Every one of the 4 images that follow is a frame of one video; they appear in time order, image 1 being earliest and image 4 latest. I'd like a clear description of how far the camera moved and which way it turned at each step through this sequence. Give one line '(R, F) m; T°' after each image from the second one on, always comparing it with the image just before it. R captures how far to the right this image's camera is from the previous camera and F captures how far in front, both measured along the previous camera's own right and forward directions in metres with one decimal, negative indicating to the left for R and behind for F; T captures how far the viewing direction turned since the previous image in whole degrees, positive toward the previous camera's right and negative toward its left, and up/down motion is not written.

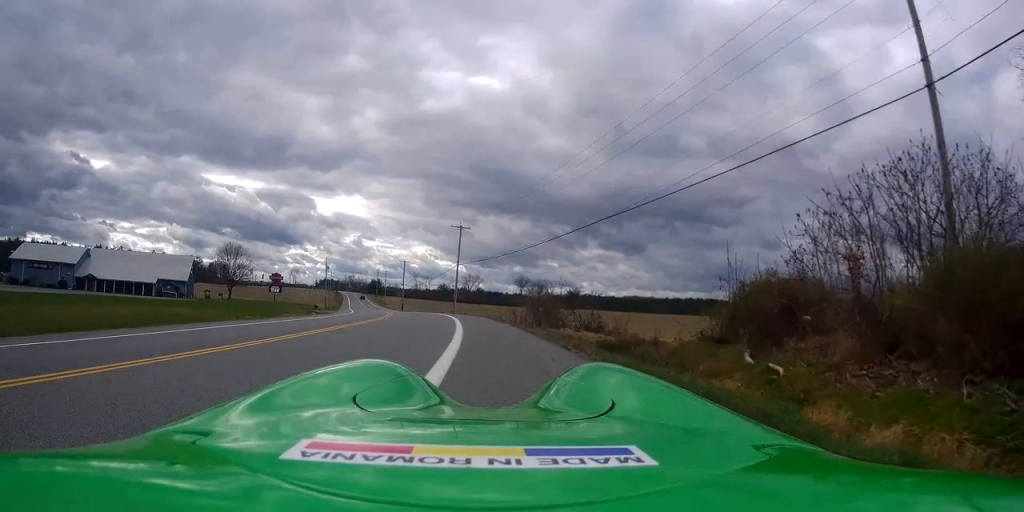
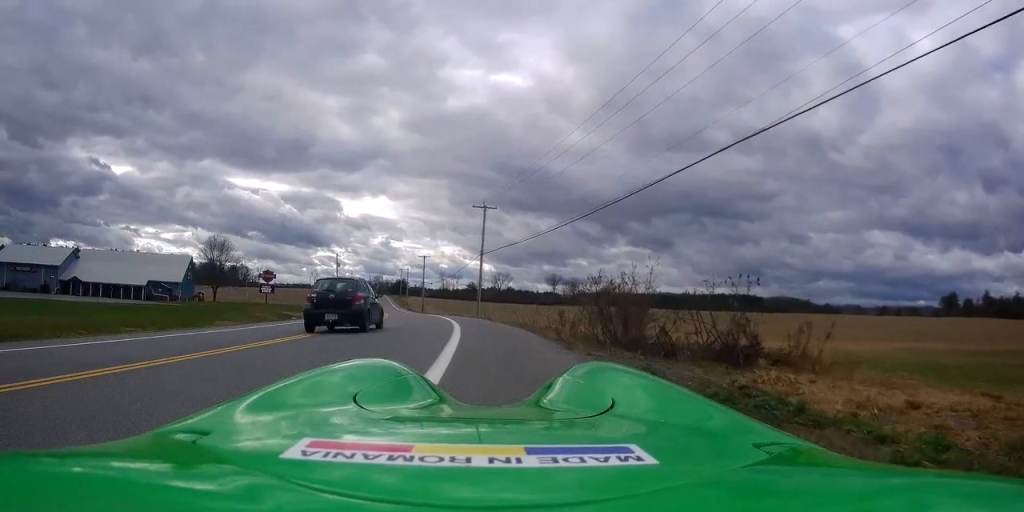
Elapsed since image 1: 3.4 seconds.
(+0.2, +14.9) m; 0°
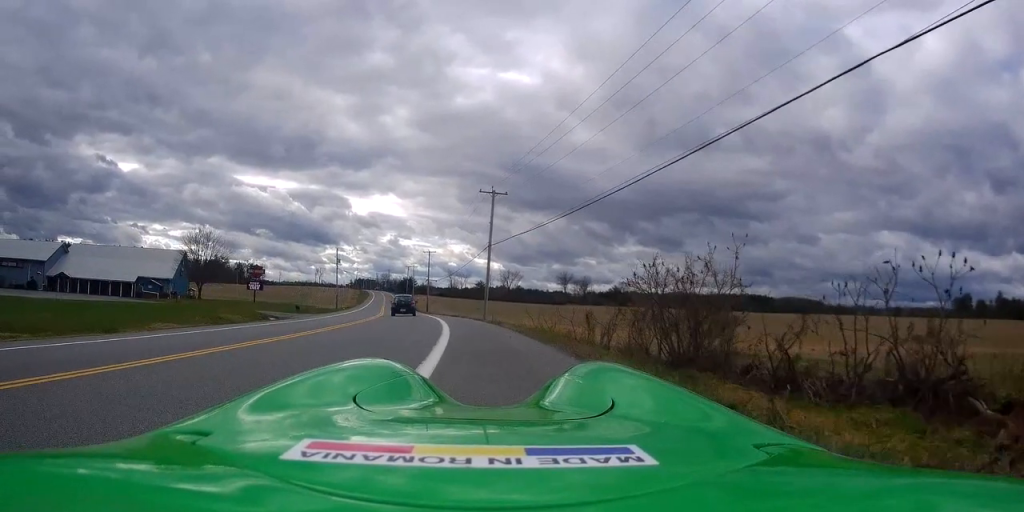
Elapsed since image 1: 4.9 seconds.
(+0.3, +6.7) m; -3°
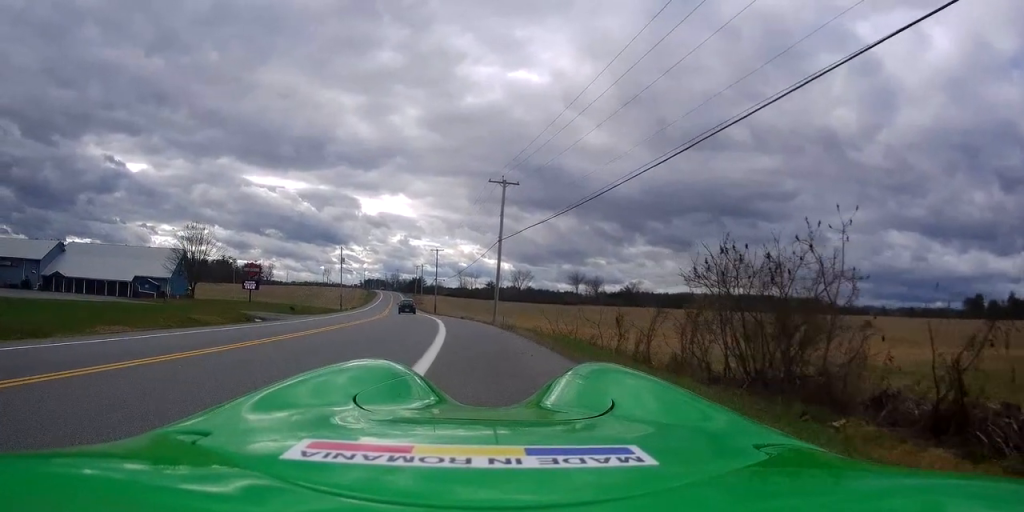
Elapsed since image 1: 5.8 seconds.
(-0.4, +4.2) m; -3°
